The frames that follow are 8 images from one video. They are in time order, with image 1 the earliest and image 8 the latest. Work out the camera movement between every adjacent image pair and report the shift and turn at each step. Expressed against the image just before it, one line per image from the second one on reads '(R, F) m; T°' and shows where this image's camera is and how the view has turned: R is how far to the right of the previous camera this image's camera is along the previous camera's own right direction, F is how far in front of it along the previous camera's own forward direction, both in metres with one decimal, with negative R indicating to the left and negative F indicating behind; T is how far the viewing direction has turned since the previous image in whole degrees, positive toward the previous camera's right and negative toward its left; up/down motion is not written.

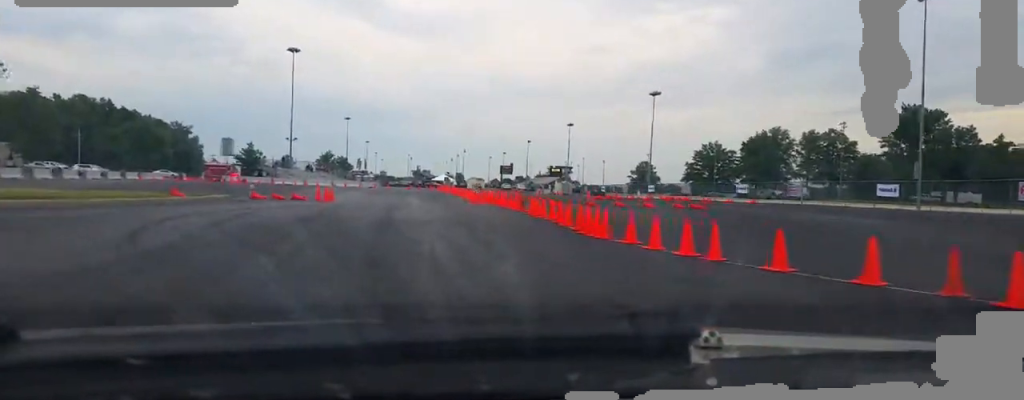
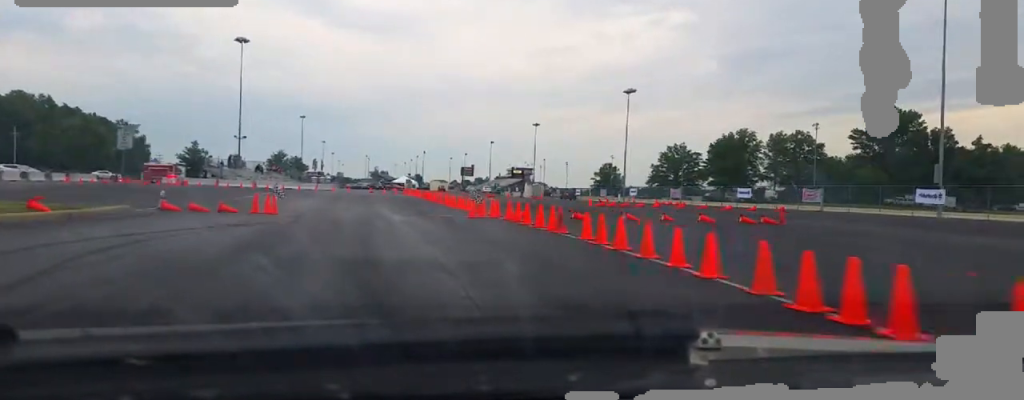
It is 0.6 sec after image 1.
(+0.3, +8.7) m; +2°
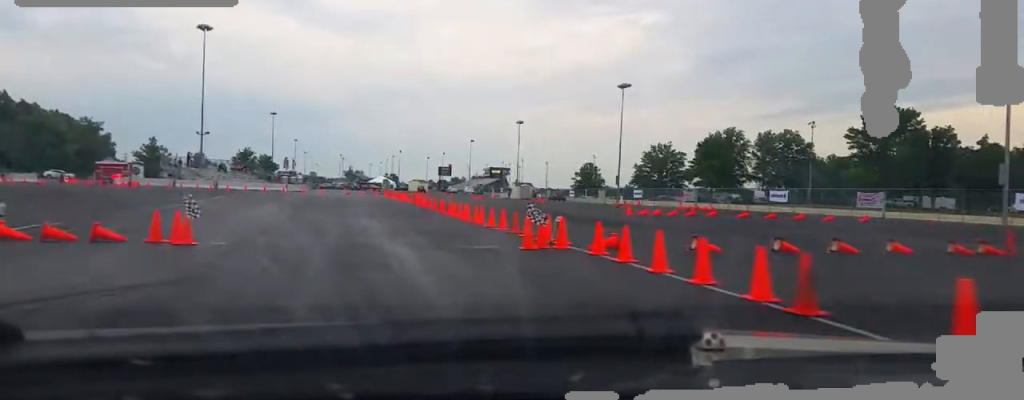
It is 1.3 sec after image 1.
(+0.2, +8.9) m; +1°
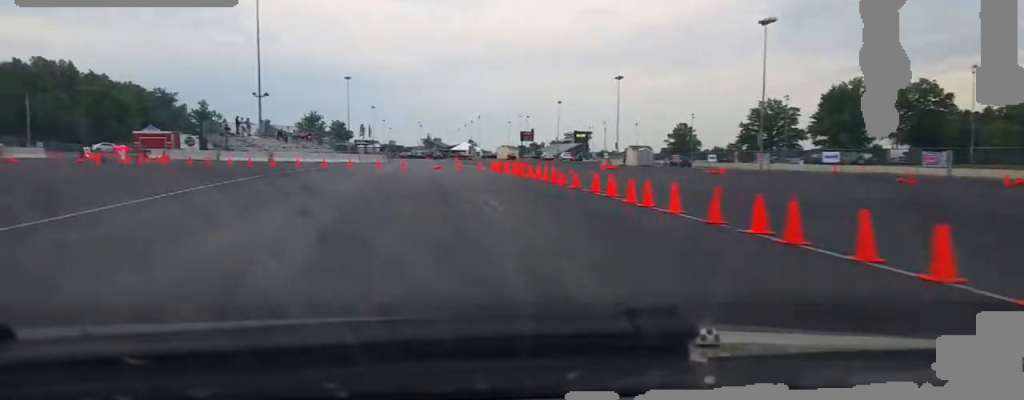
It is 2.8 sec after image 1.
(-0.4, +18.4) m; -7°
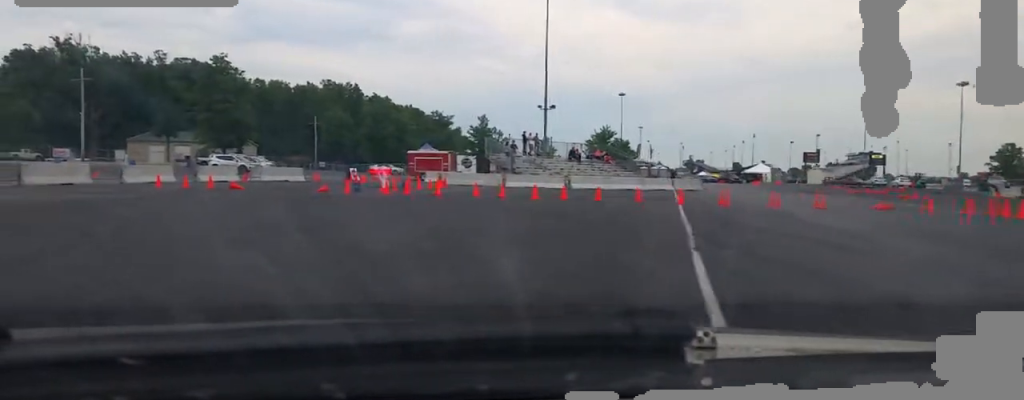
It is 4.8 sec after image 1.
(-2.9, +18.3) m; -17°
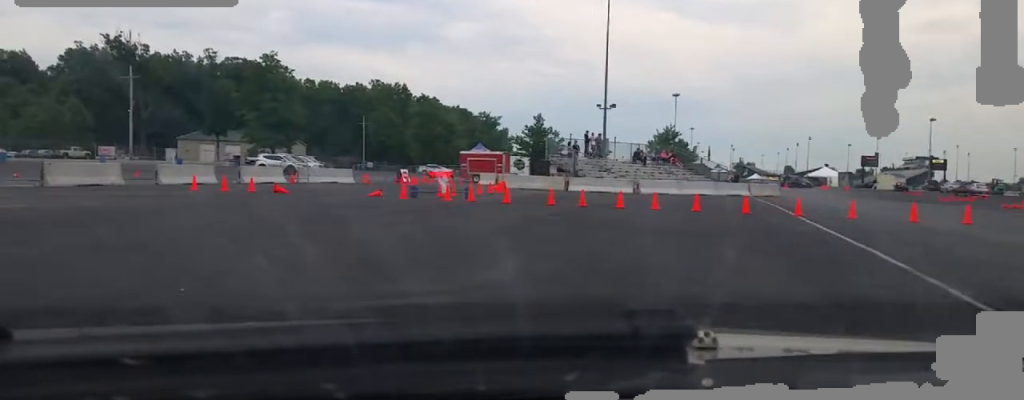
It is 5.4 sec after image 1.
(-0.2, +4.0) m; -3°
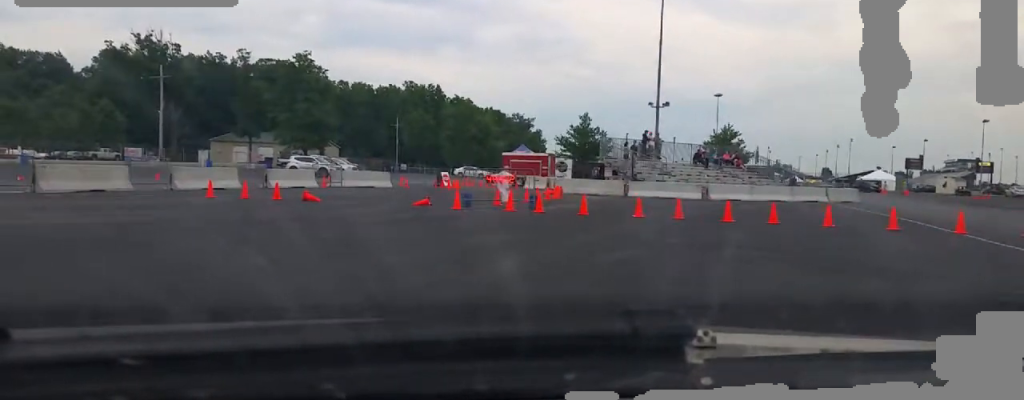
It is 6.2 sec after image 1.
(-0.2, +4.8) m; -2°
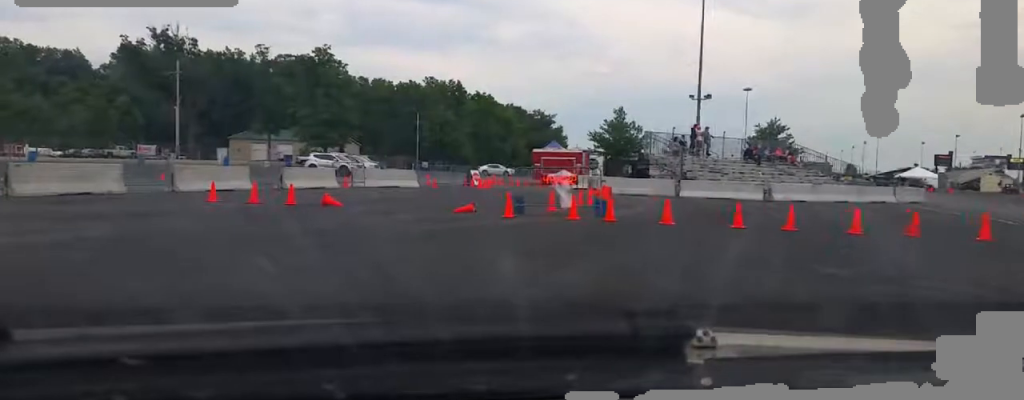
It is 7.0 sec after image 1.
(0.0, +4.1) m; 0°
